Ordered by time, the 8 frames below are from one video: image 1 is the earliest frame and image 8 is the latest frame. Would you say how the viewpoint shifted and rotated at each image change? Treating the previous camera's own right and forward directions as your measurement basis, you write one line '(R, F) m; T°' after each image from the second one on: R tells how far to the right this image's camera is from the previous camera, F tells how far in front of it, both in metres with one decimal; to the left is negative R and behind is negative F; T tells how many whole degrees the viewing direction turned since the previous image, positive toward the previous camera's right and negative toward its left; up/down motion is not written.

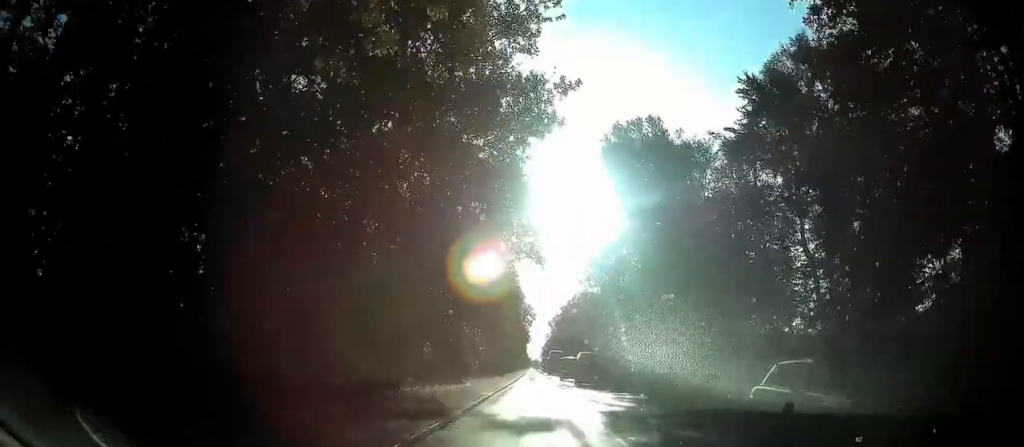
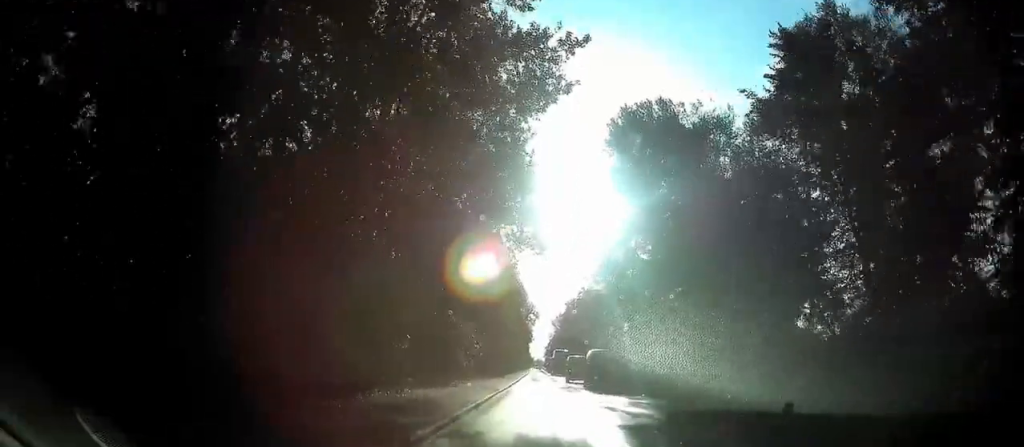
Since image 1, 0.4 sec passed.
(0.0, +4.1) m; -1°
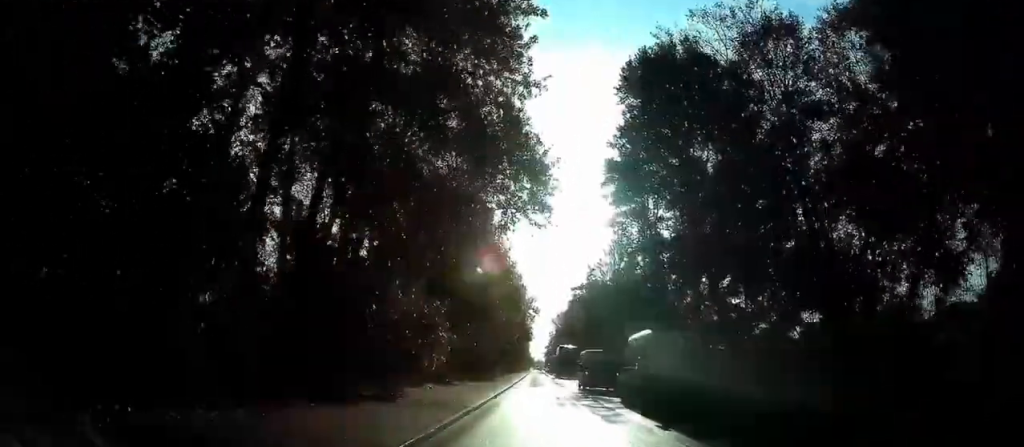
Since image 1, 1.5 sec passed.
(-0.3, +11.2) m; -1°
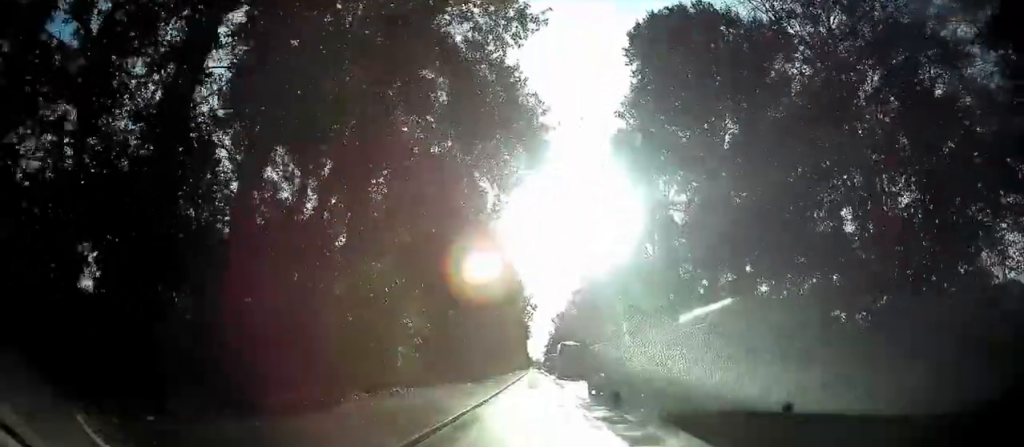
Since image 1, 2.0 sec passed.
(-0.1, +5.1) m; 0°
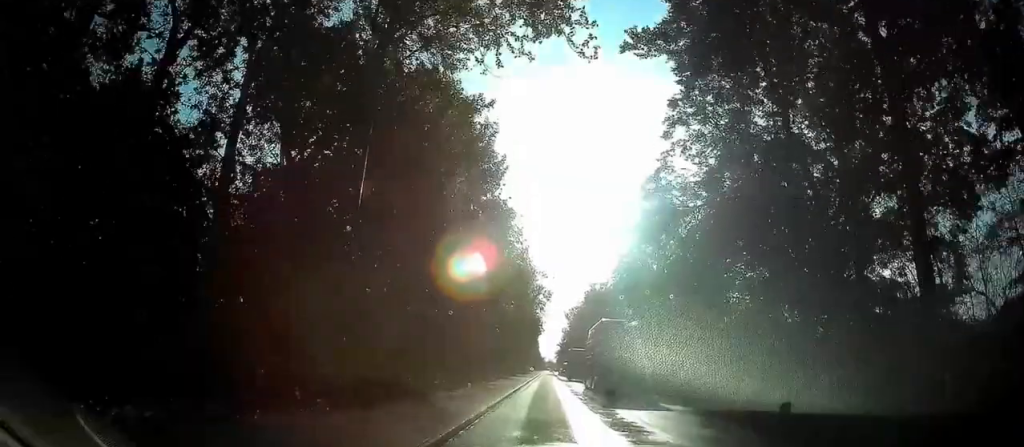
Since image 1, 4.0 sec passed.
(-0.2, +20.8) m; -1°
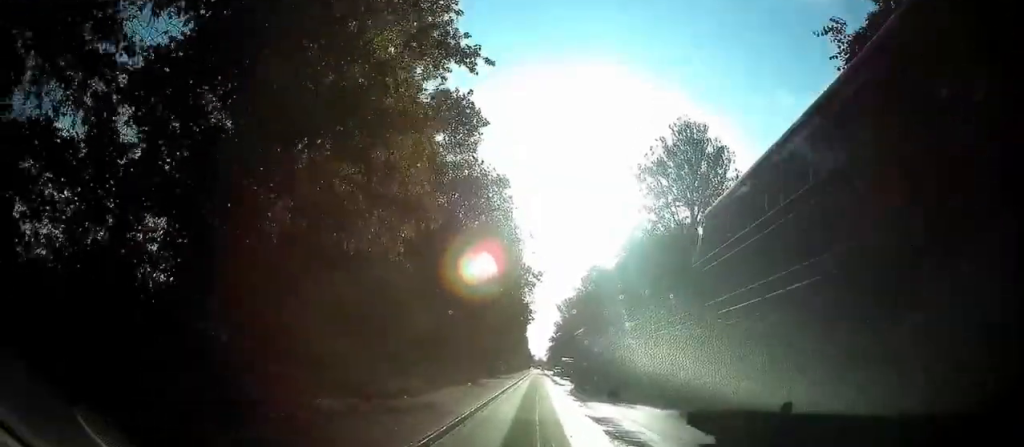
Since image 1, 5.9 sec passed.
(-0.1, +20.1) m; -2°
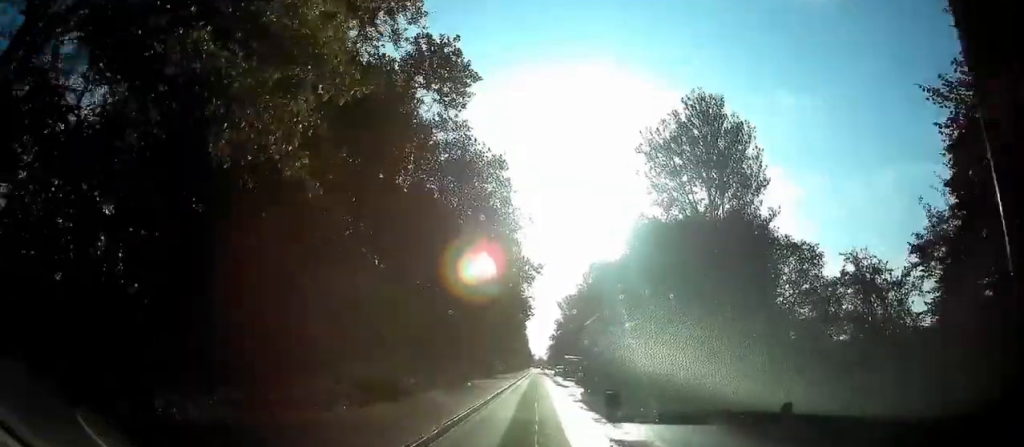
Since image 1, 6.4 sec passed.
(0.0, +5.3) m; +1°
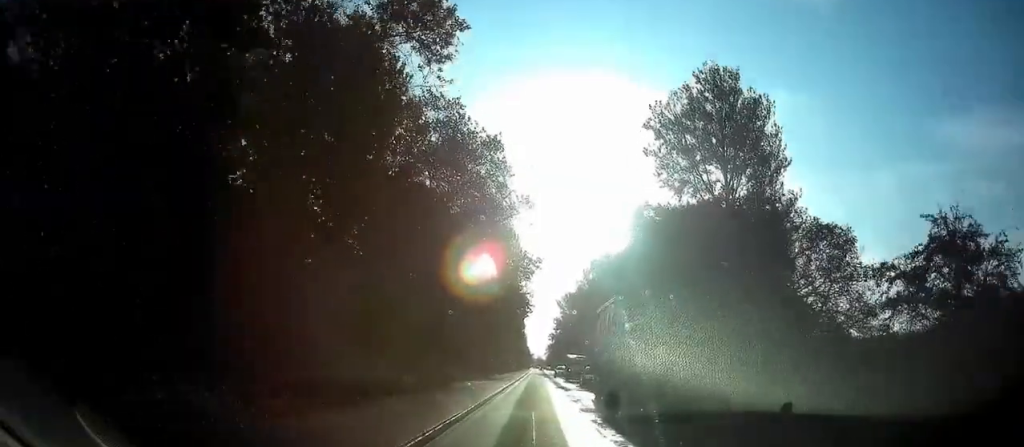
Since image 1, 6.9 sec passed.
(-0.1, +4.6) m; +1°
